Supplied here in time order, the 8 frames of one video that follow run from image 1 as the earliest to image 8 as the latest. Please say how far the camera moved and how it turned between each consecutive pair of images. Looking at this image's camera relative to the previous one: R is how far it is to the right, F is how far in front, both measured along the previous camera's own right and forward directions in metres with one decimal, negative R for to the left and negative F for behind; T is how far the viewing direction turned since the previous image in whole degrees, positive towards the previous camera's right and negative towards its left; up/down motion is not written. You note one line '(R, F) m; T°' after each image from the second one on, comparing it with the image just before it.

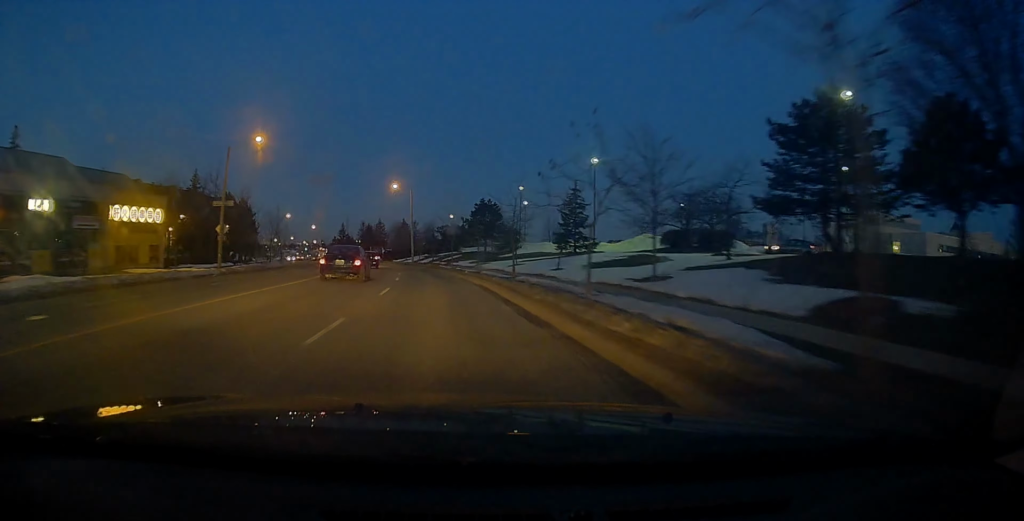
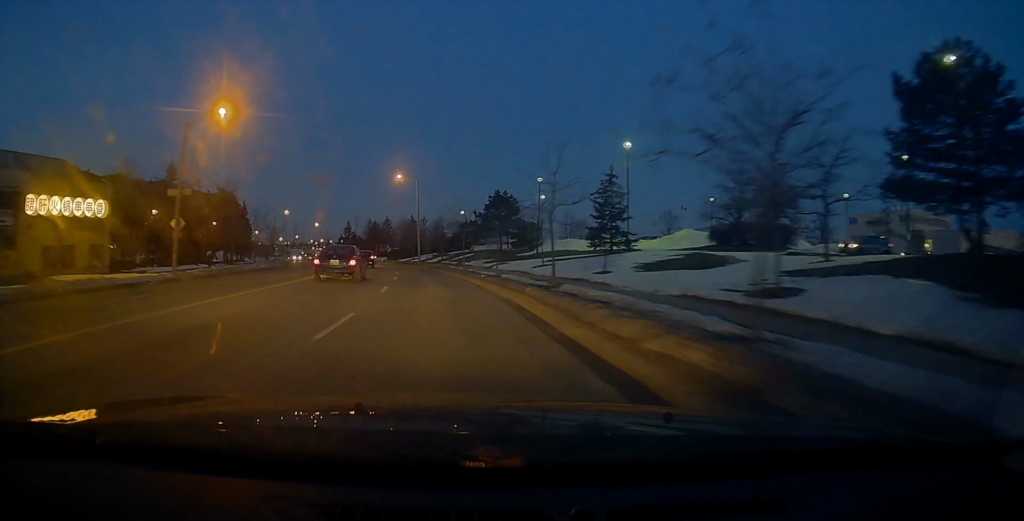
(+0.1, +8.5) m; -1°
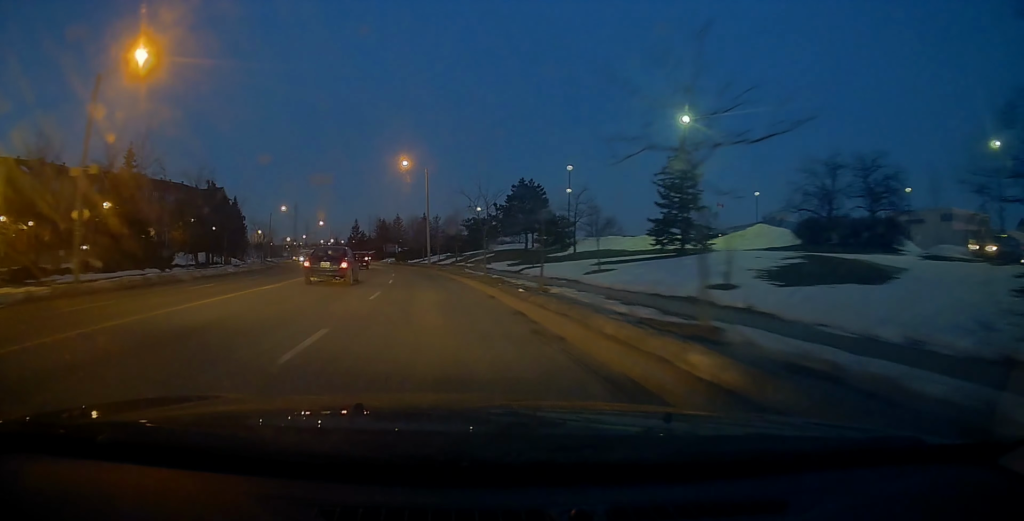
(-0.3, +11.0) m; -1°
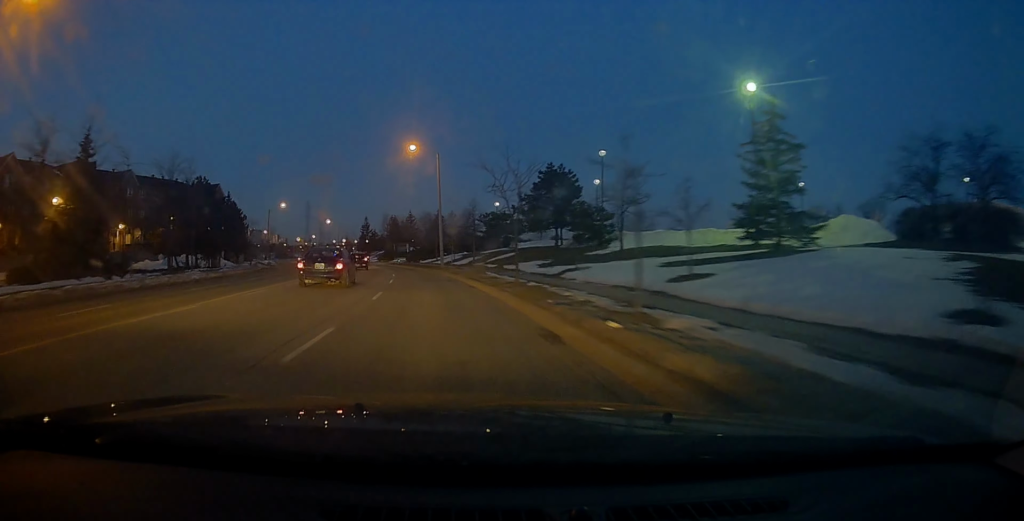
(-0.1, +8.7) m; -1°
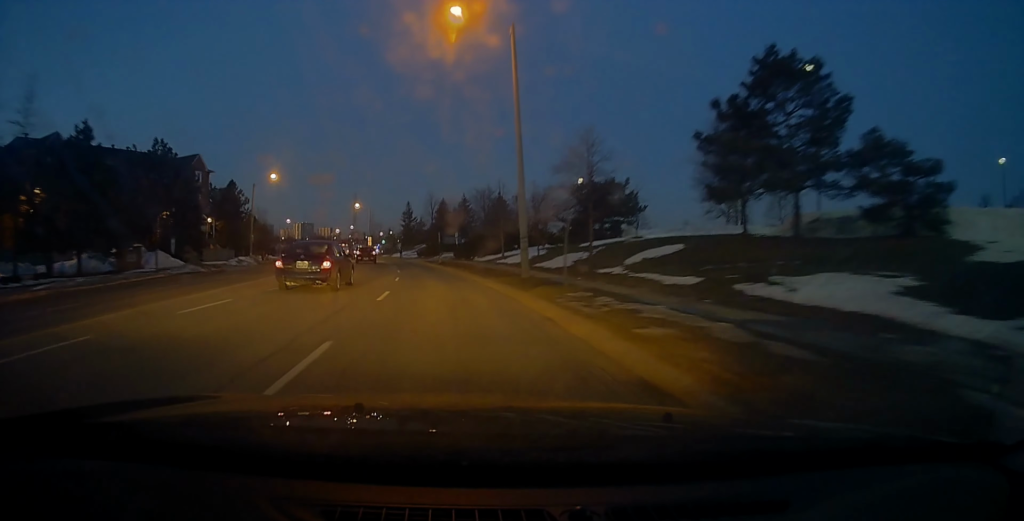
(-0.9, +28.9) m; -4°
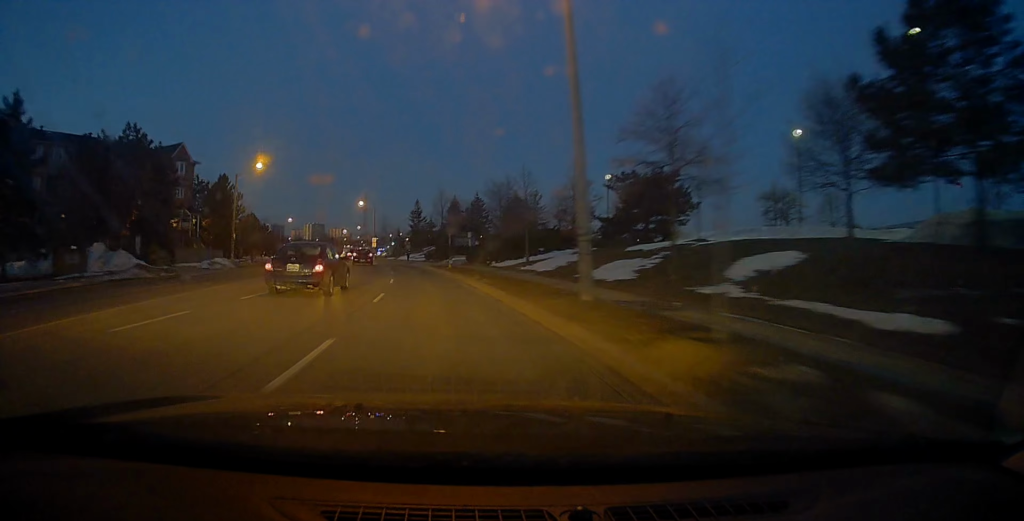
(+0.2, +8.4) m; -2°
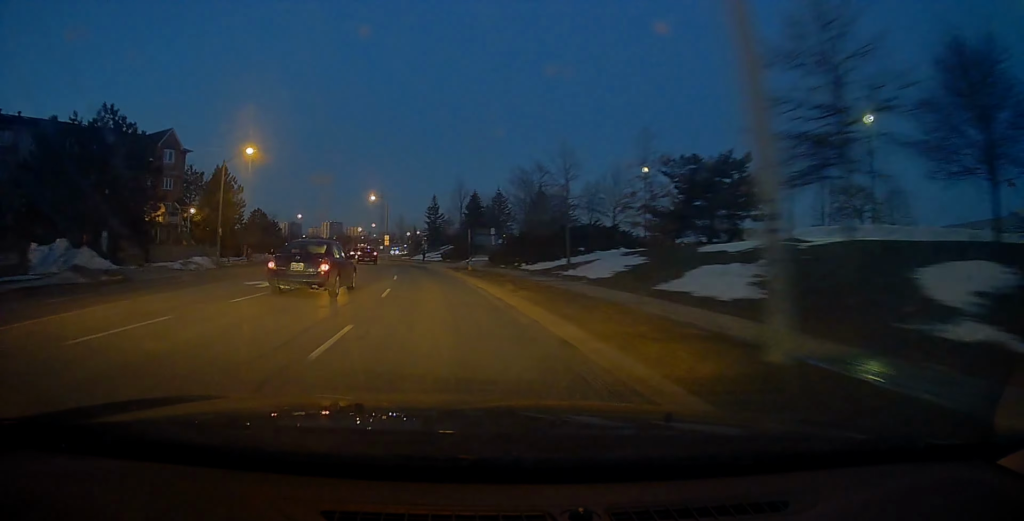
(0.0, +7.5) m; -1°
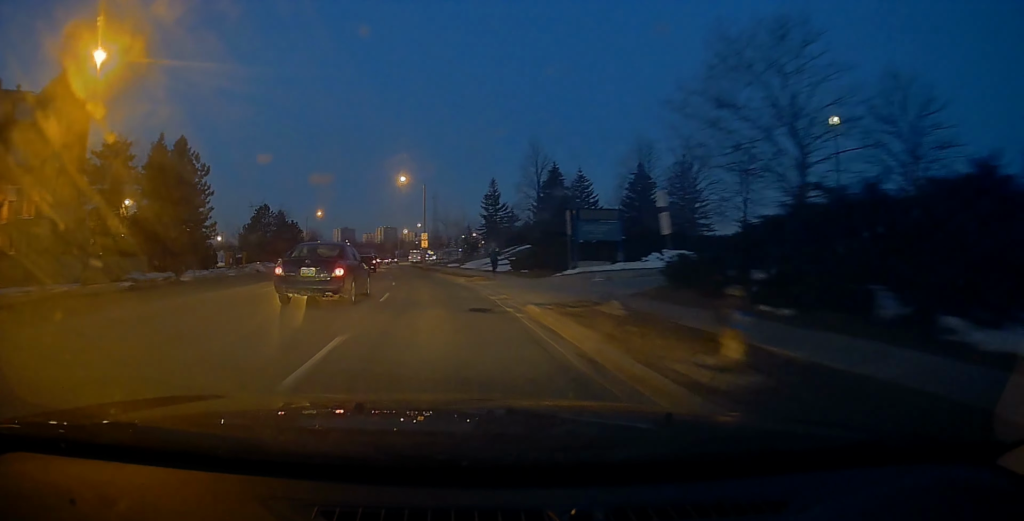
(-1.2, +28.3) m; -6°
